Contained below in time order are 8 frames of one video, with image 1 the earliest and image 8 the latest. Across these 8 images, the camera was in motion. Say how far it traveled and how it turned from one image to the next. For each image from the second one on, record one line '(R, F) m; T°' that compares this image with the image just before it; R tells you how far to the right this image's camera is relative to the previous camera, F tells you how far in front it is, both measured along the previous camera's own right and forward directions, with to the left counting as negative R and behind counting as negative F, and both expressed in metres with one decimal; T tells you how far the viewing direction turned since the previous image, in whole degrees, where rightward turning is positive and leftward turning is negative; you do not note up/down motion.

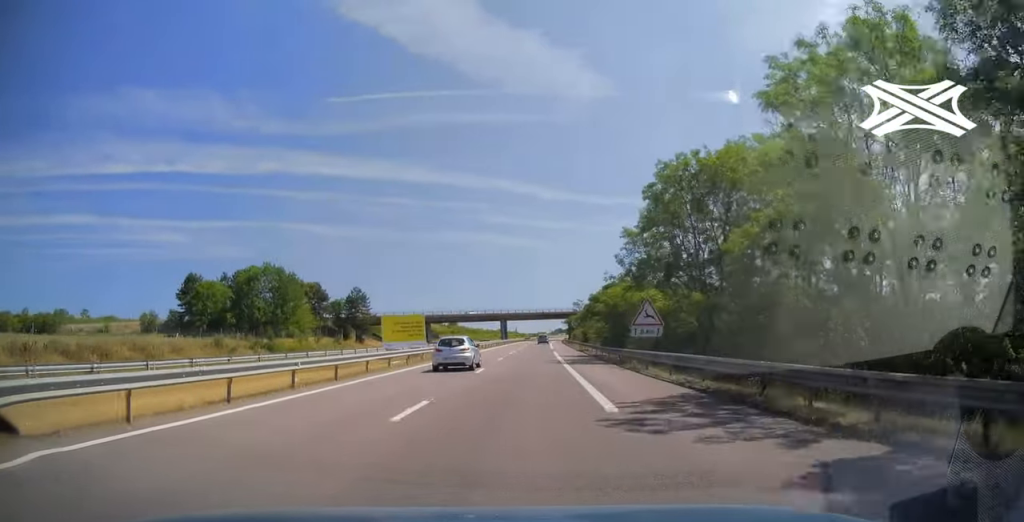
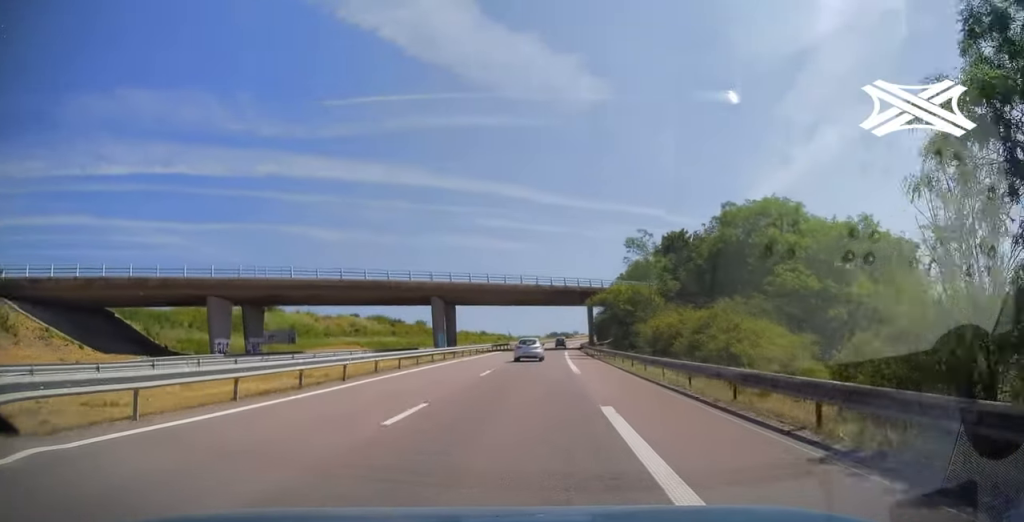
(0.0, +91.7) m; 0°
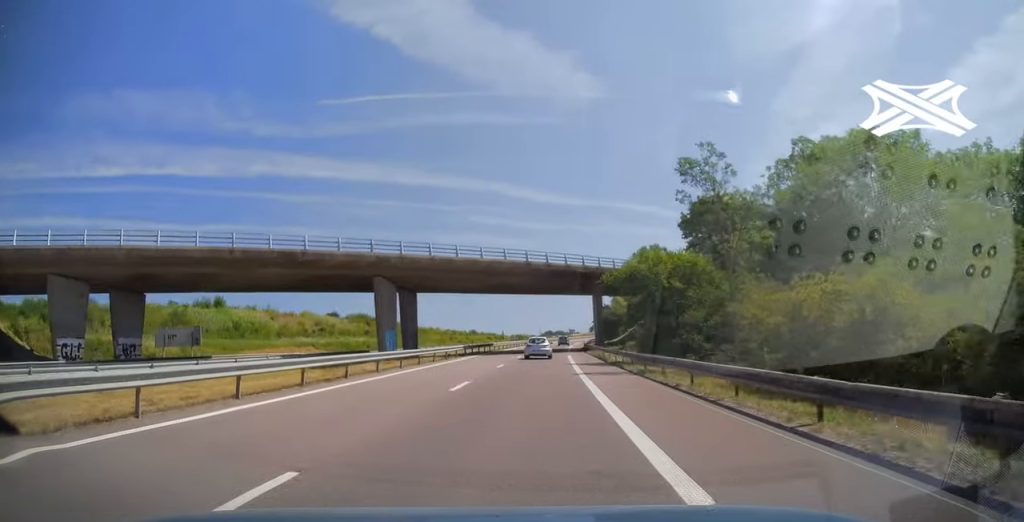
(0.0, +20.0) m; +1°
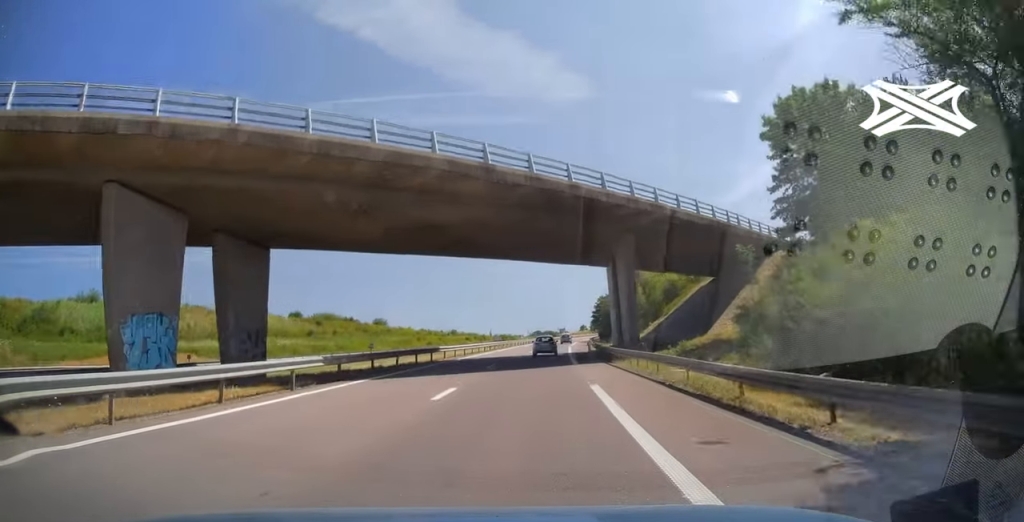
(+0.4, +28.7) m; +2°
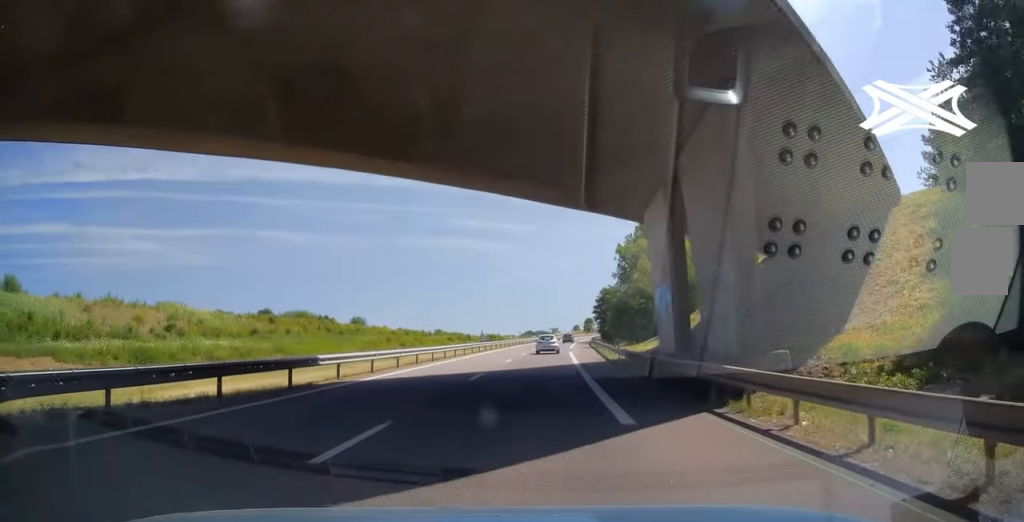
(+0.2, +20.0) m; +1°
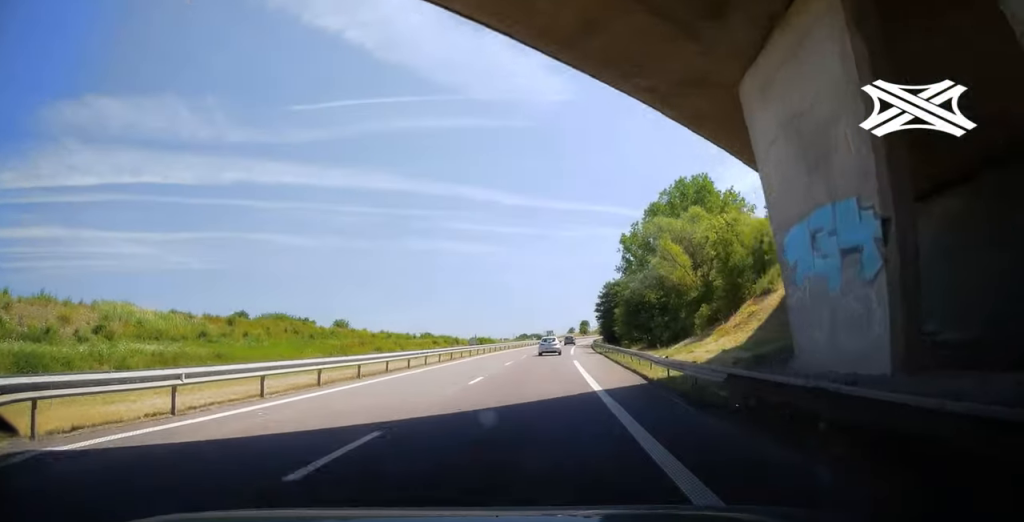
(+0.1, +13.8) m; +1°
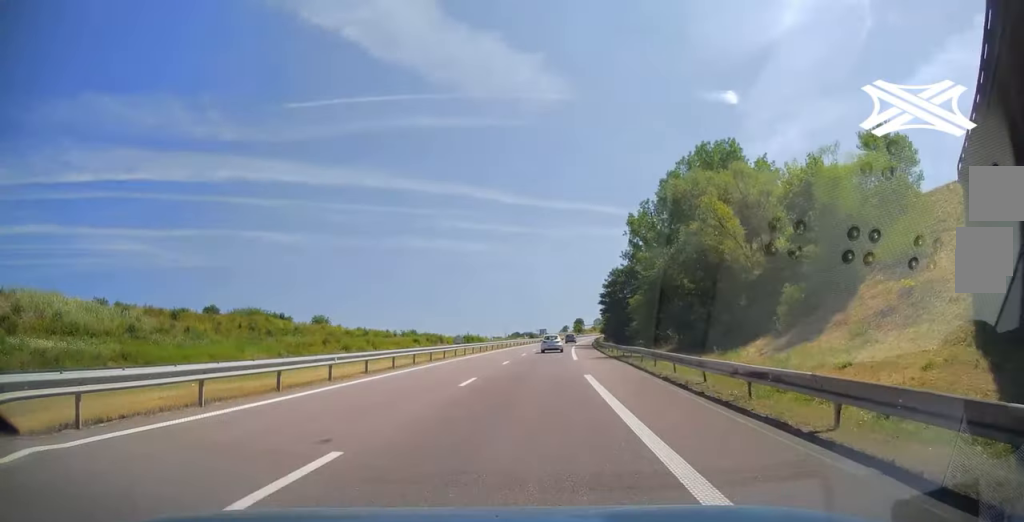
(+0.2, +14.9) m; 0°
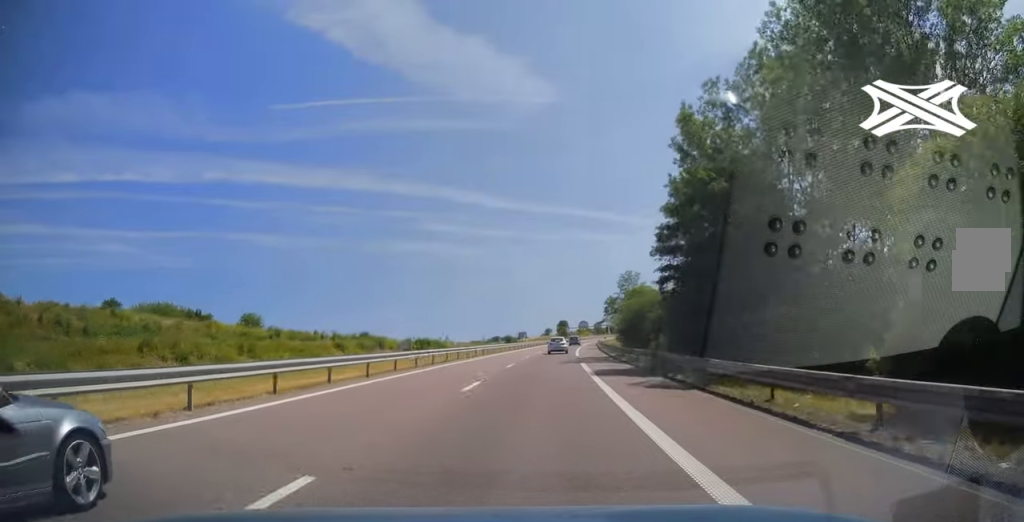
(+0.2, +40.5) m; +1°
